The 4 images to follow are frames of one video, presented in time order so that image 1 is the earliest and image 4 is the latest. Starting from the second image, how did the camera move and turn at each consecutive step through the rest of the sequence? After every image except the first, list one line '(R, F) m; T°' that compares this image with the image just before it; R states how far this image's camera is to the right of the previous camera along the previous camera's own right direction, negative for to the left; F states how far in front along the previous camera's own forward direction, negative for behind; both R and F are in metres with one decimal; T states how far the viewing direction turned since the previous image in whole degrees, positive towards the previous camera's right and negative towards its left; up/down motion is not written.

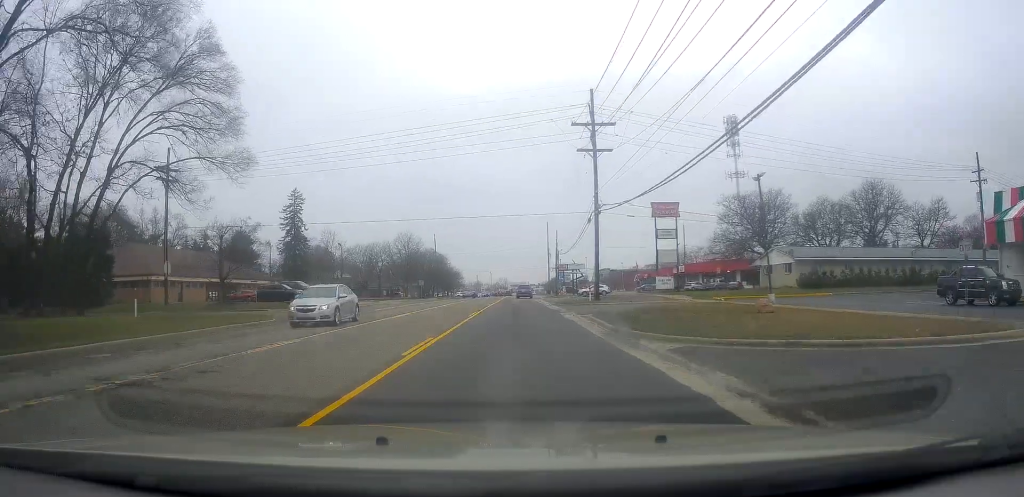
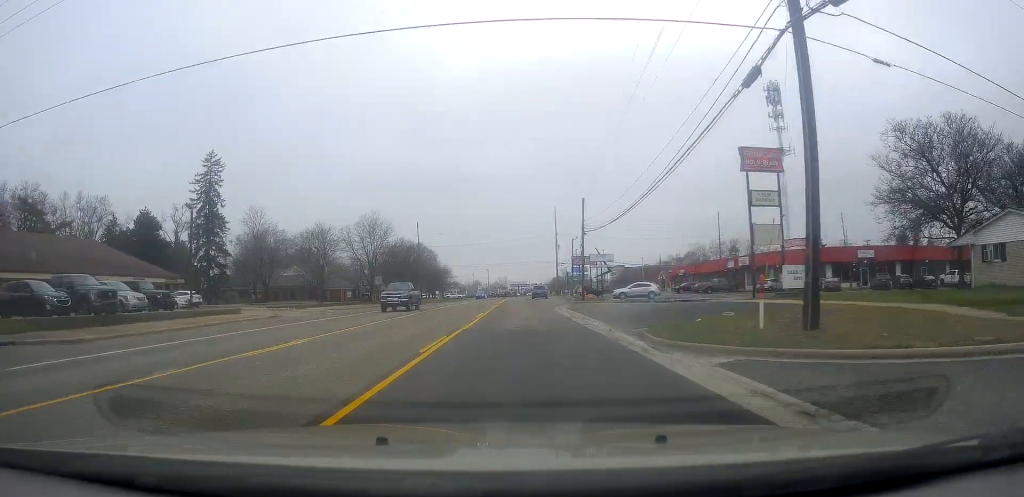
(-0.4, +29.3) m; +1°
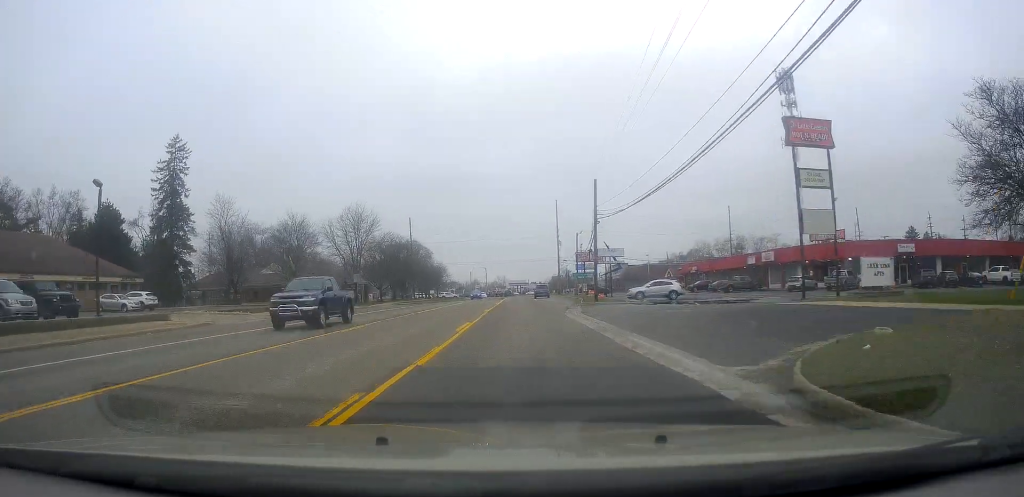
(+0.3, +8.3) m; 0°
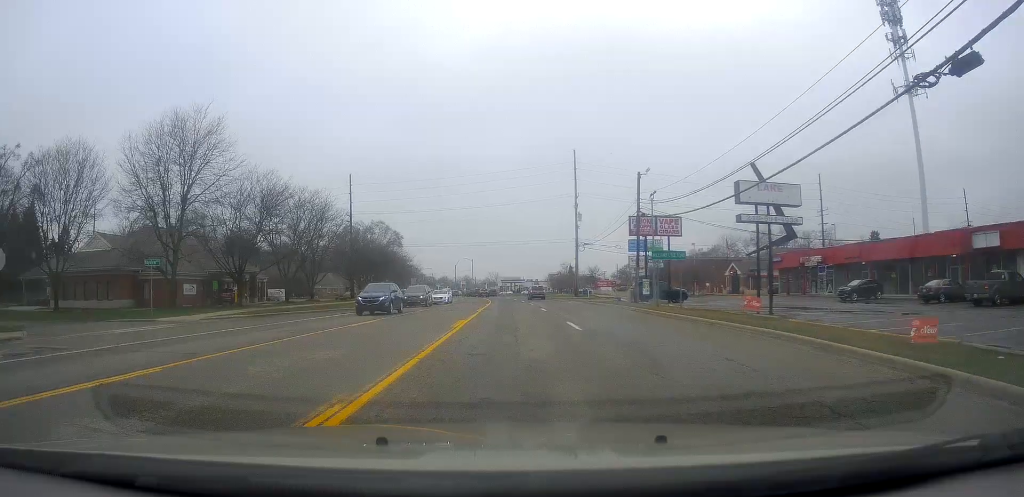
(-0.1, +44.4) m; 0°
